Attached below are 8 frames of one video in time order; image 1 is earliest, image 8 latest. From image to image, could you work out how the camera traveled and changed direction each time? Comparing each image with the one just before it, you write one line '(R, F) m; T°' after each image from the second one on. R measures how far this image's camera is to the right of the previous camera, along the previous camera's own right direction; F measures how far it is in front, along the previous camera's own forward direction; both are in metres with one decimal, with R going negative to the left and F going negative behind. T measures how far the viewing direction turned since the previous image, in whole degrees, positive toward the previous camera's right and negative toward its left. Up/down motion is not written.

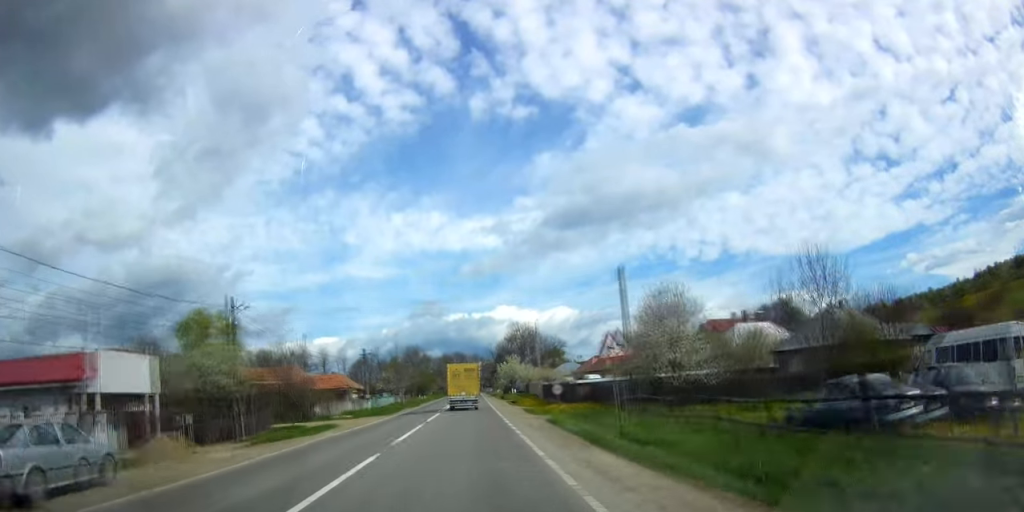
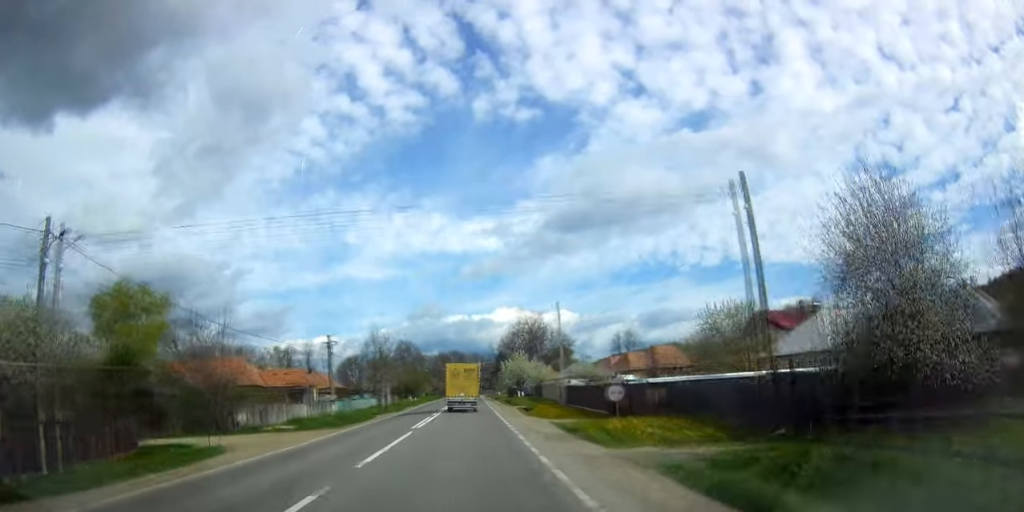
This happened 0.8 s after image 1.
(+0.3, +17.2) m; +1°
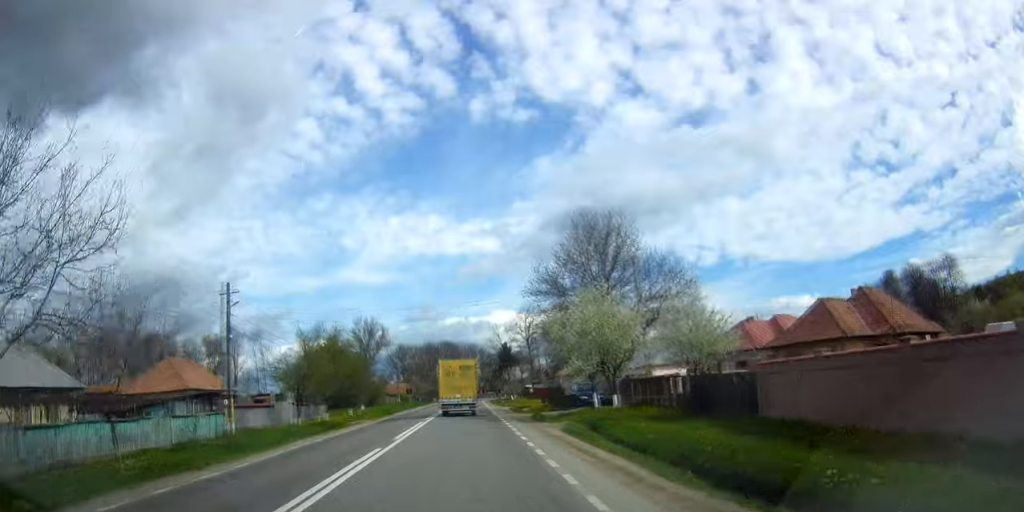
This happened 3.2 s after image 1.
(-0.6, +53.8) m; -1°
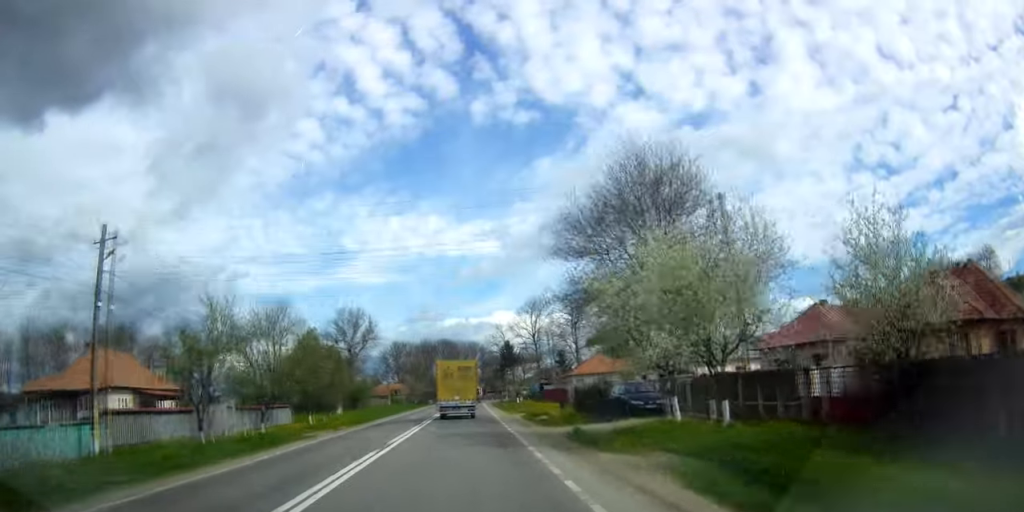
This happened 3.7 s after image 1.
(+0.2, +12.3) m; 0°
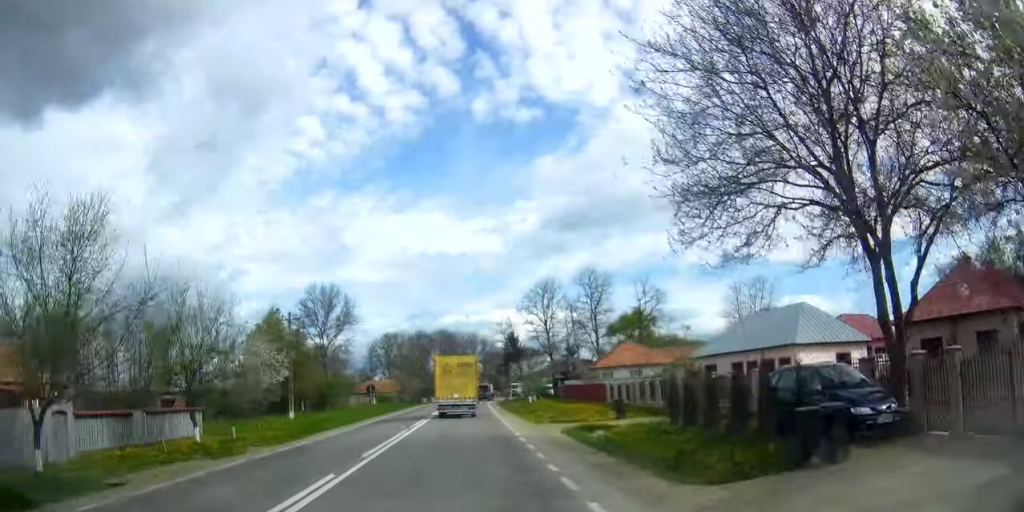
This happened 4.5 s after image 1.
(-0.1, +16.6) m; 0°
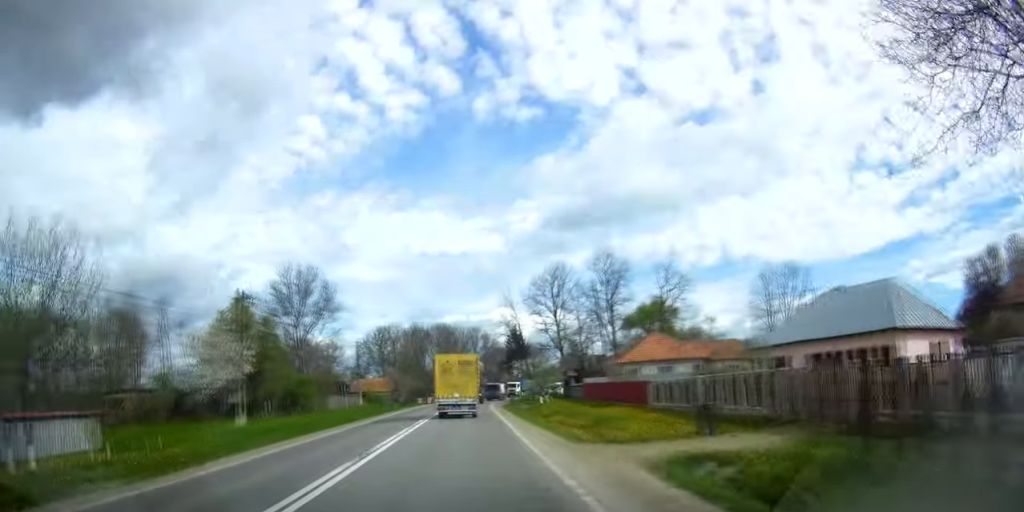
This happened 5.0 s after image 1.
(-0.2, +10.5) m; 0°
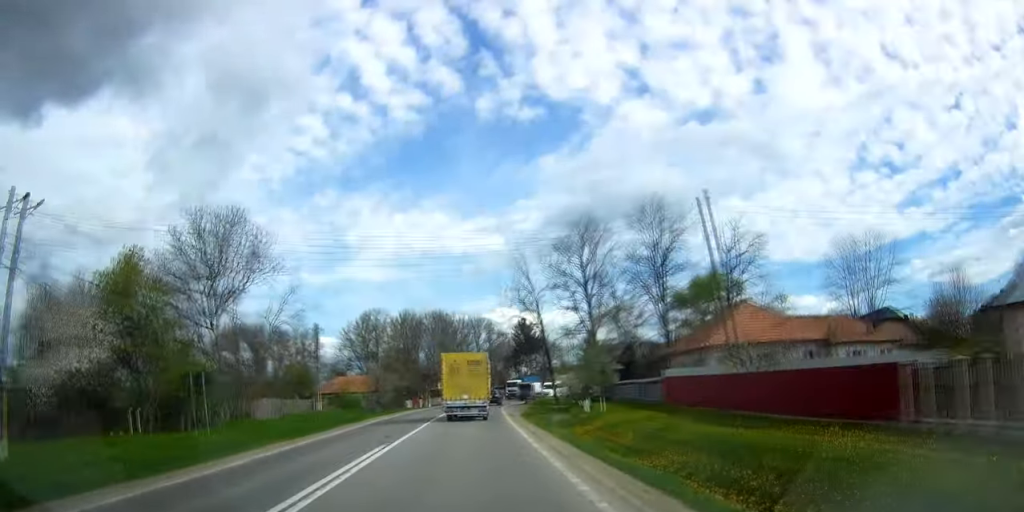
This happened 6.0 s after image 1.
(+0.3, +21.3) m; 0°
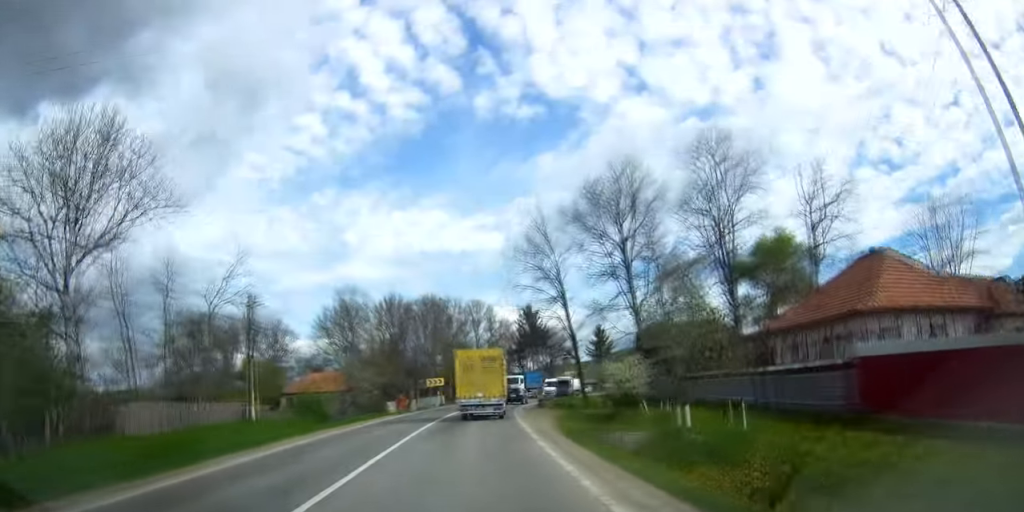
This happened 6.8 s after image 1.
(-0.3, +16.5) m; 0°
